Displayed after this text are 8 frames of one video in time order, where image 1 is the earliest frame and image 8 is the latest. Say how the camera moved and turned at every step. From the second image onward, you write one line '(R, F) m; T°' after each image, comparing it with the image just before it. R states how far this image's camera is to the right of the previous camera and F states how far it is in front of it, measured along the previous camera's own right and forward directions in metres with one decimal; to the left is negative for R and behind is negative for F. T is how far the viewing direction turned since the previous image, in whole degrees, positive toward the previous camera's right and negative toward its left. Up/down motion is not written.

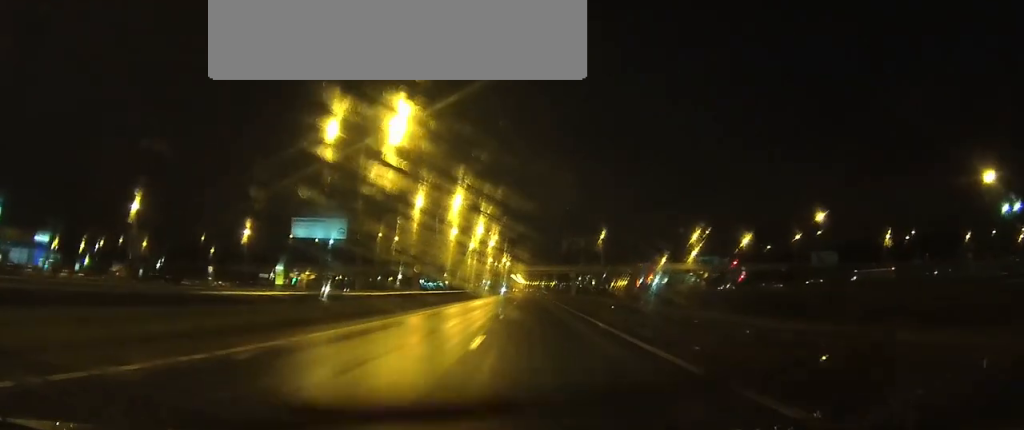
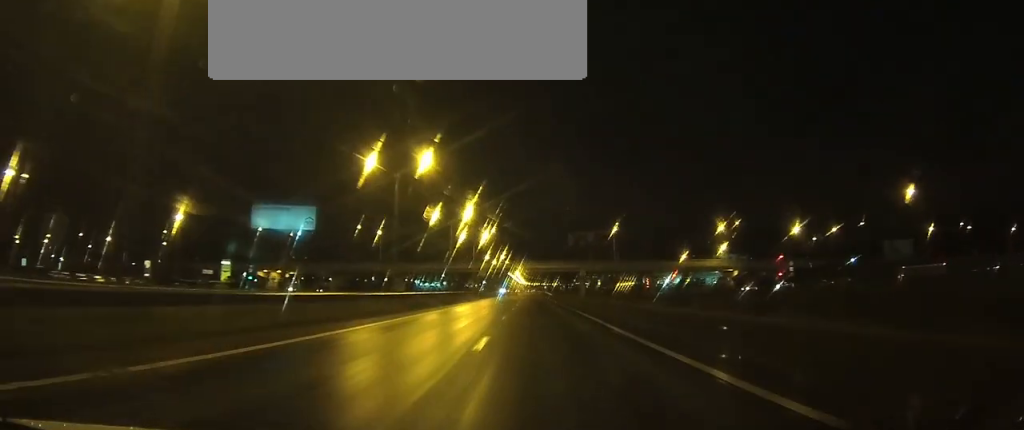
(0.0, +19.1) m; 0°
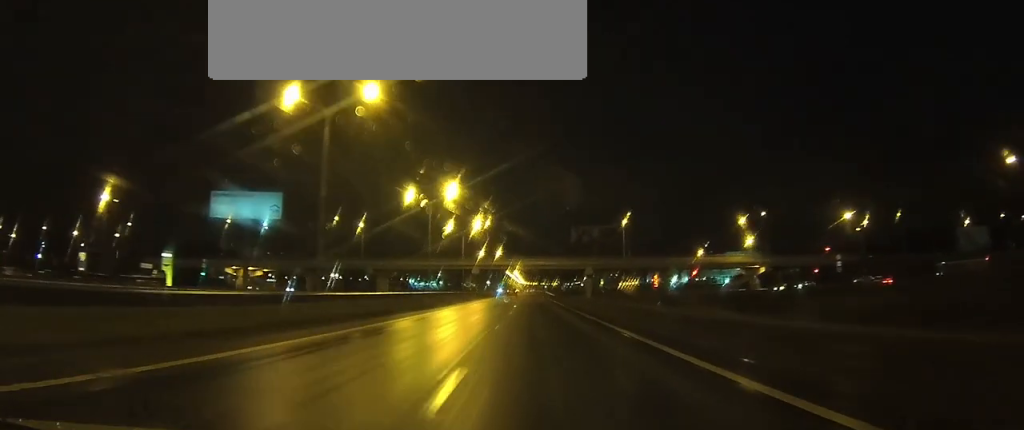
(0.0, +15.0) m; 0°
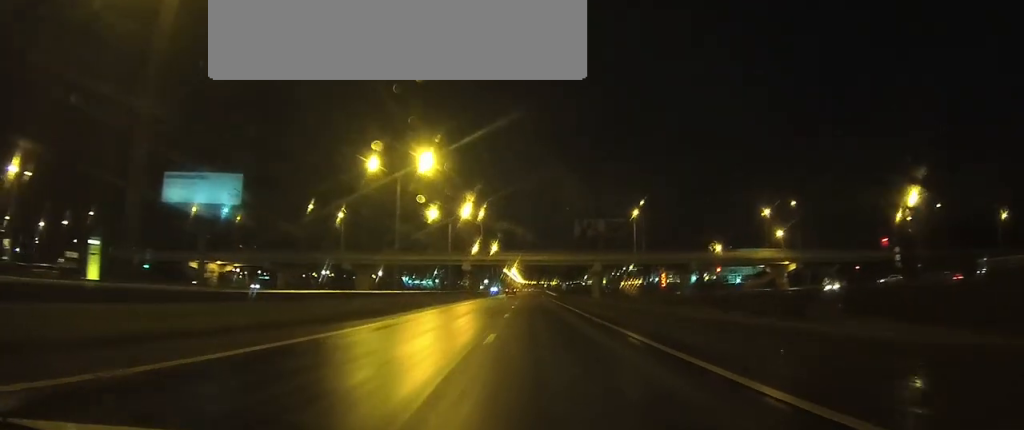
(0.0, +14.7) m; 0°
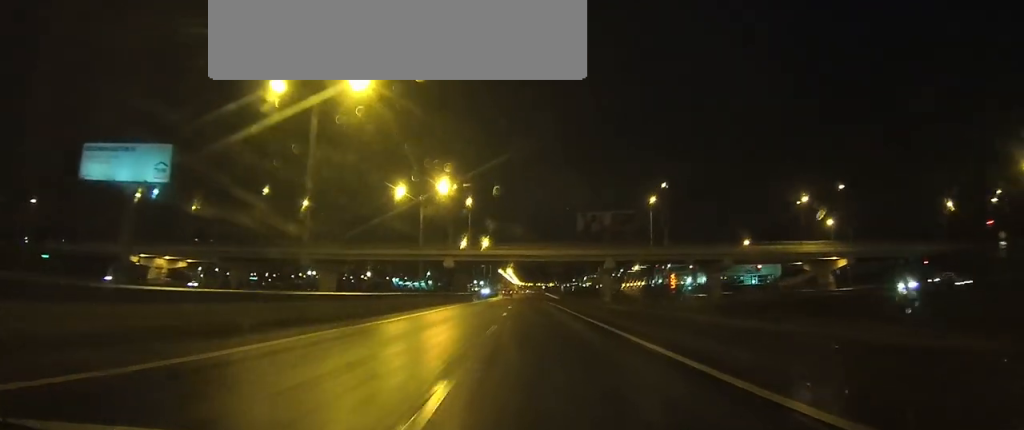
(0.0, +20.9) m; 0°
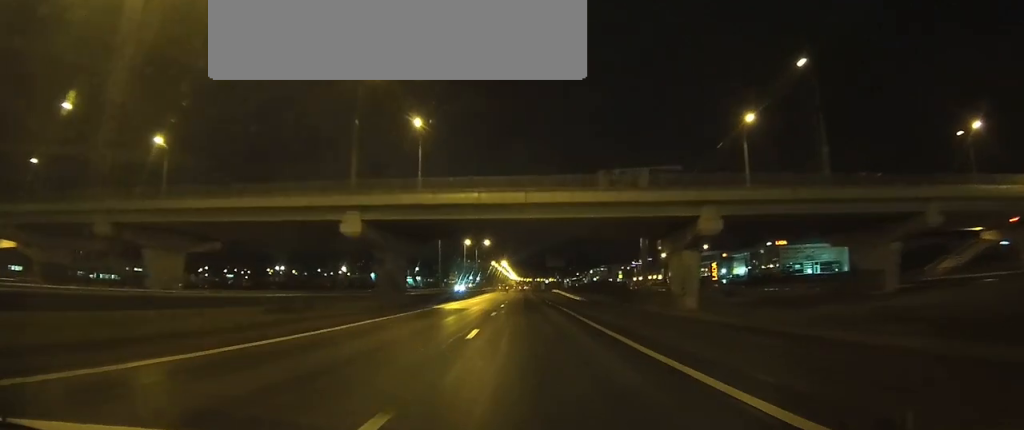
(0.0, +57.4) m; 0°
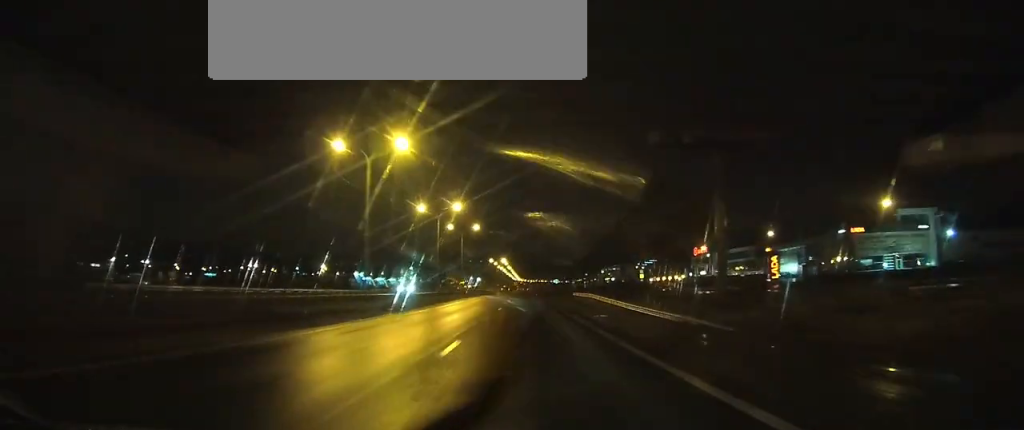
(-0.1, +45.5) m; 0°
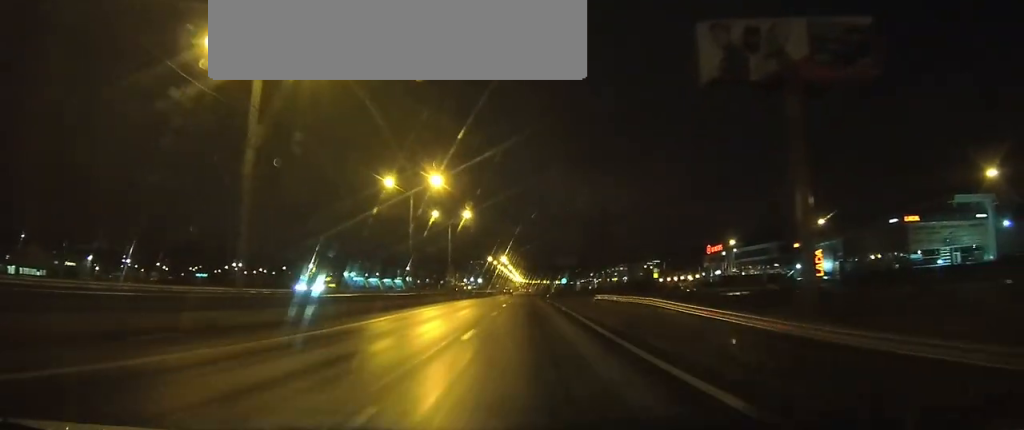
(0.0, +21.5) m; 0°
